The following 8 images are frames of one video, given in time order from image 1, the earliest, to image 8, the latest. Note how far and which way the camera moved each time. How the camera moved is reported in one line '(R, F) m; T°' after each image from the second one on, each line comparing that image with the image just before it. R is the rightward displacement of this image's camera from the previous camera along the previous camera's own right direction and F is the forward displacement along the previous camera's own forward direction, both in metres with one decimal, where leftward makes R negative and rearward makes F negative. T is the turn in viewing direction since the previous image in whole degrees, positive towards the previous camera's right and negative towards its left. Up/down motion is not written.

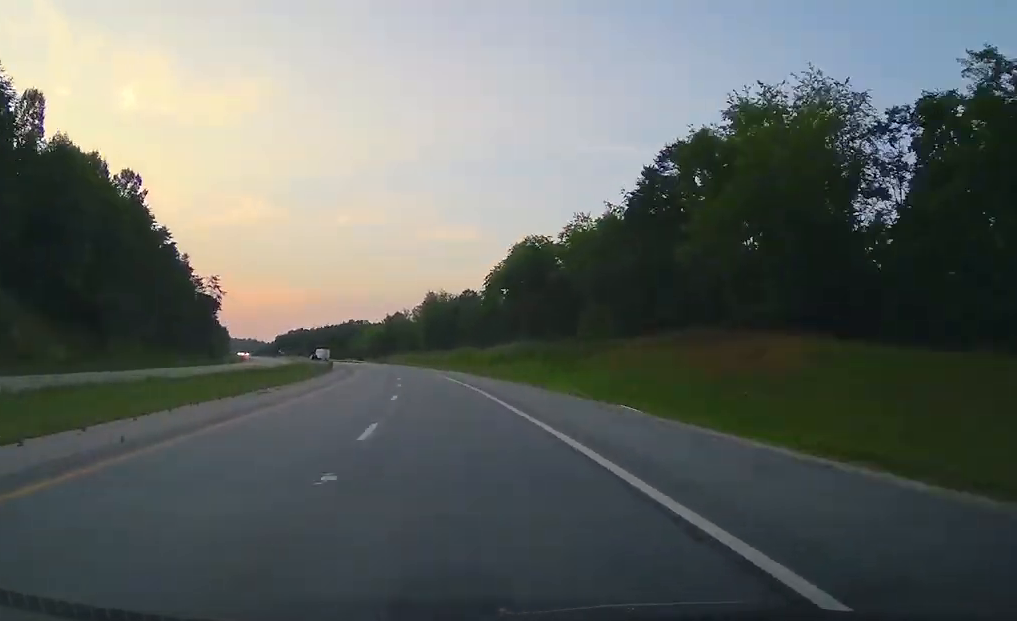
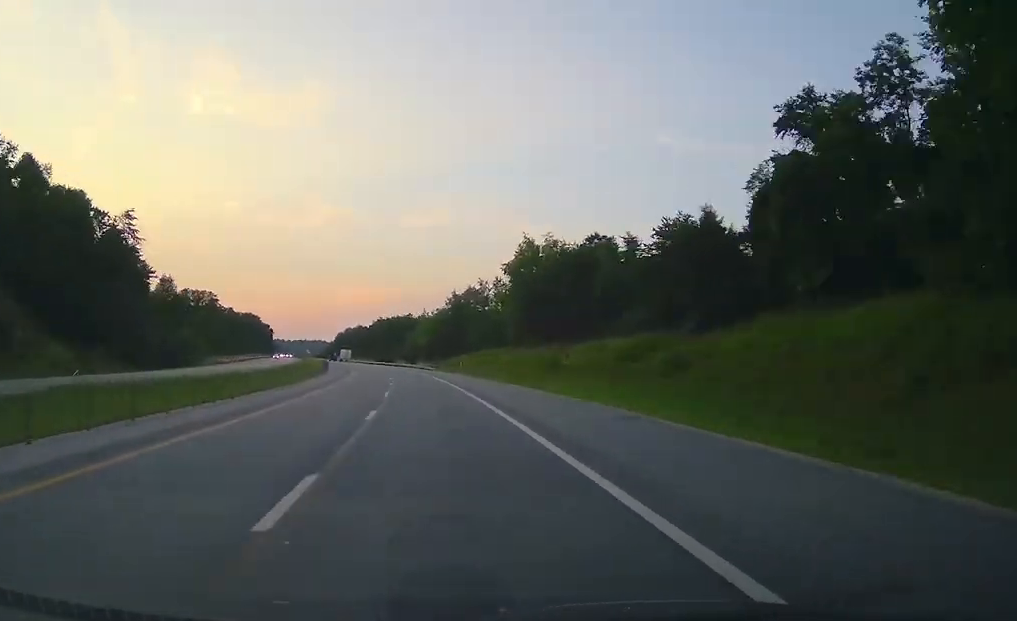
(-4.3, +80.4) m; -6°
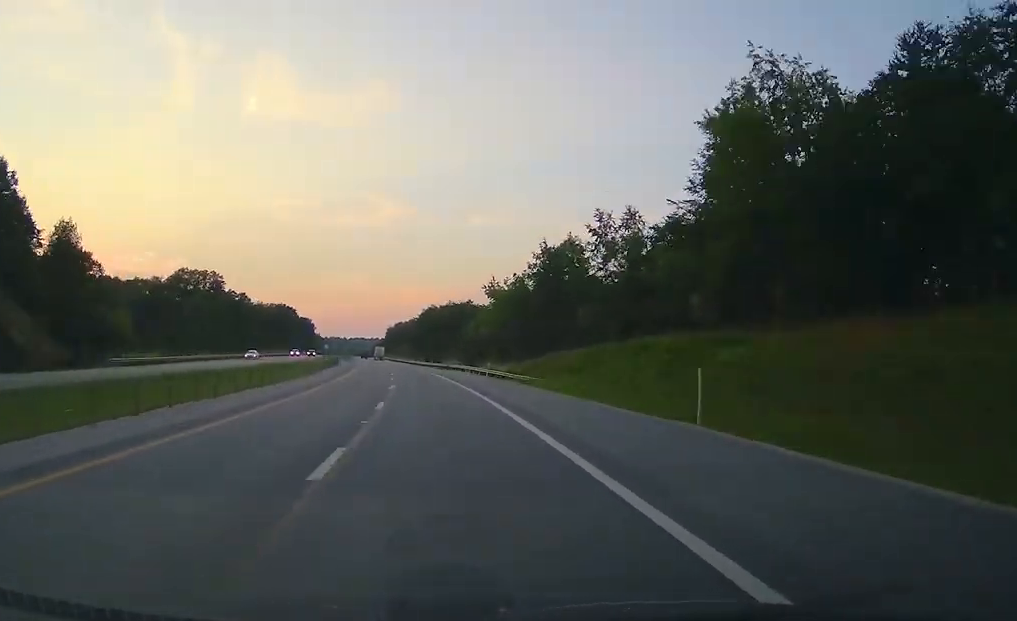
(-3.3, +58.4) m; -3°
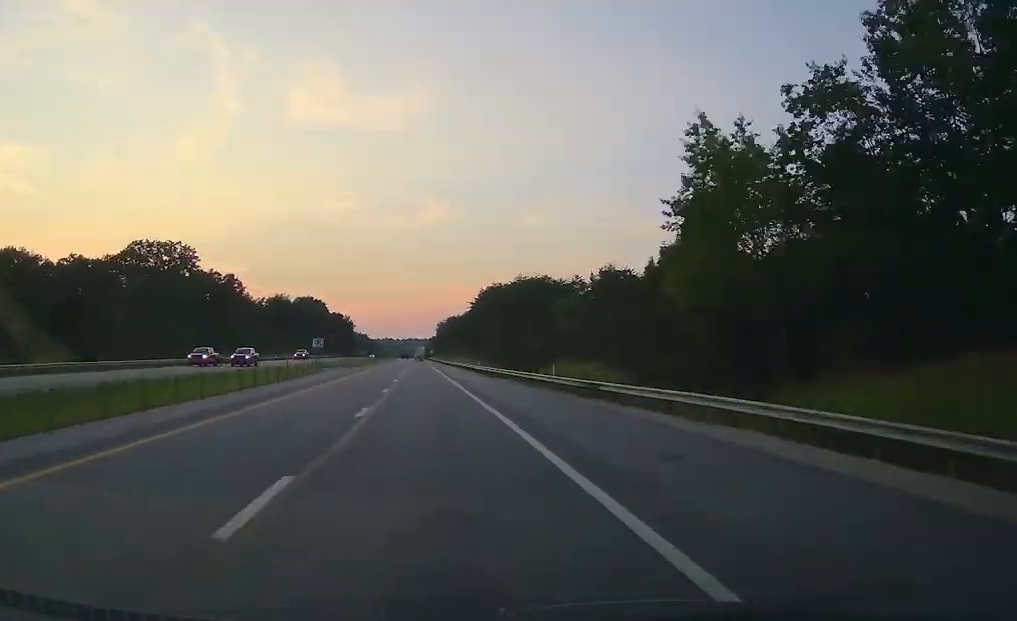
(-3.8, +63.6) m; -2°
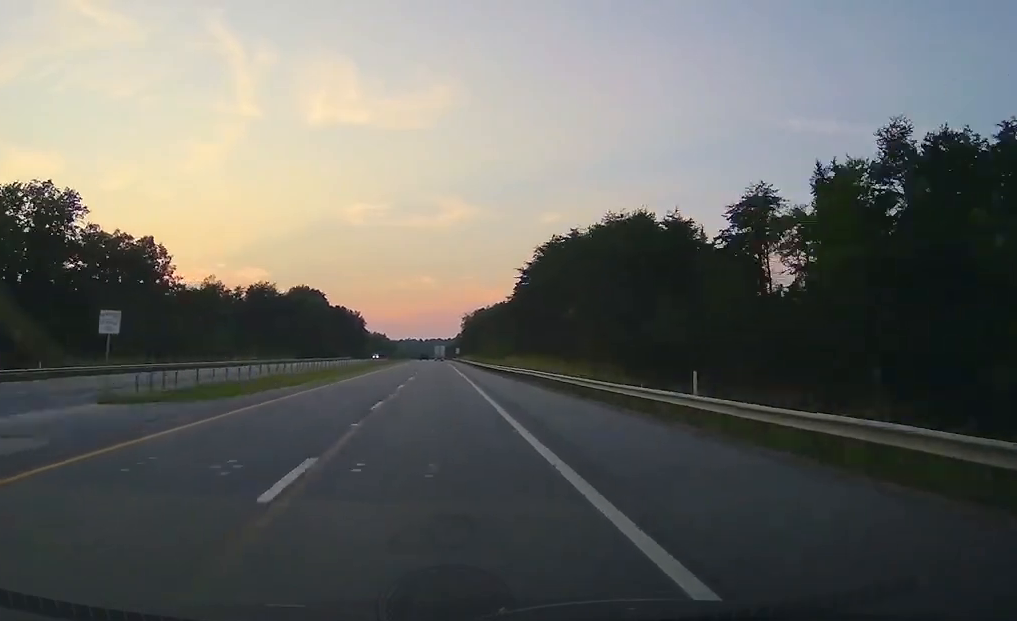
(-1.3, +59.3) m; -1°
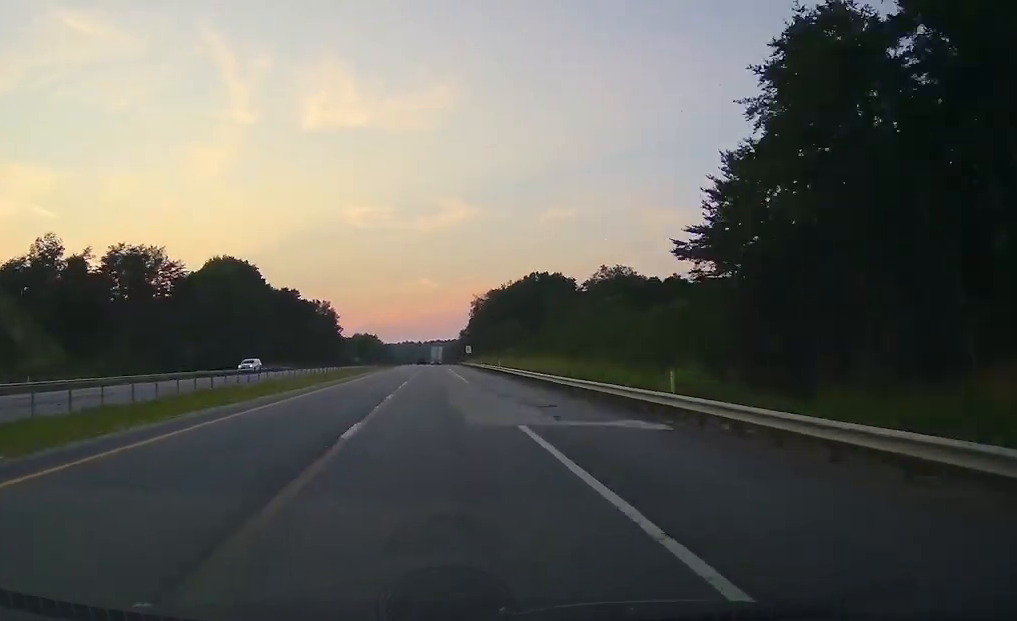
(-0.3, +91.7) m; 0°
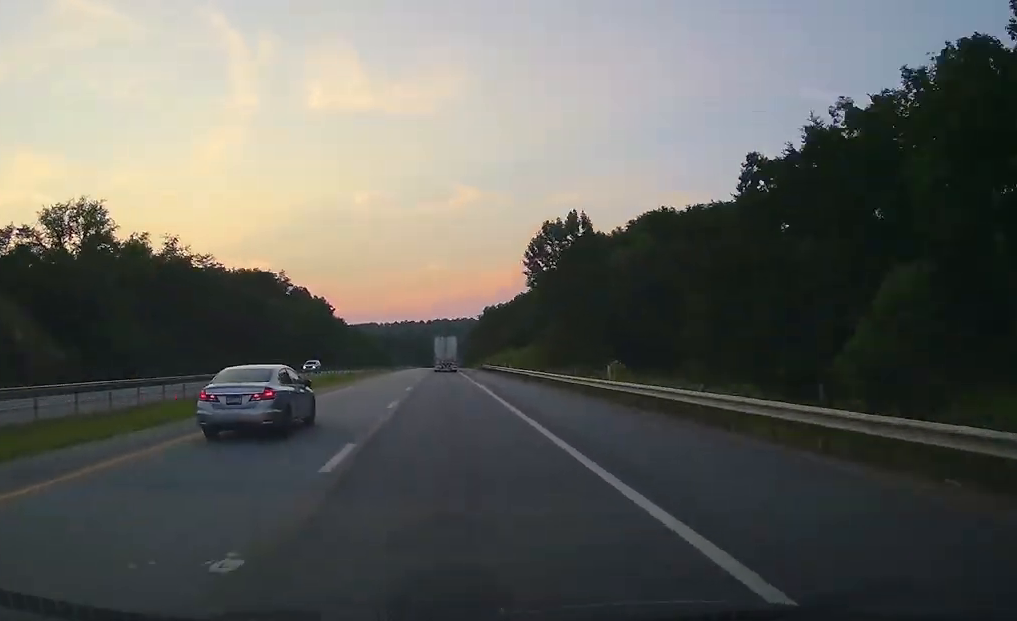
(-3.2, +385.0) m; -1°
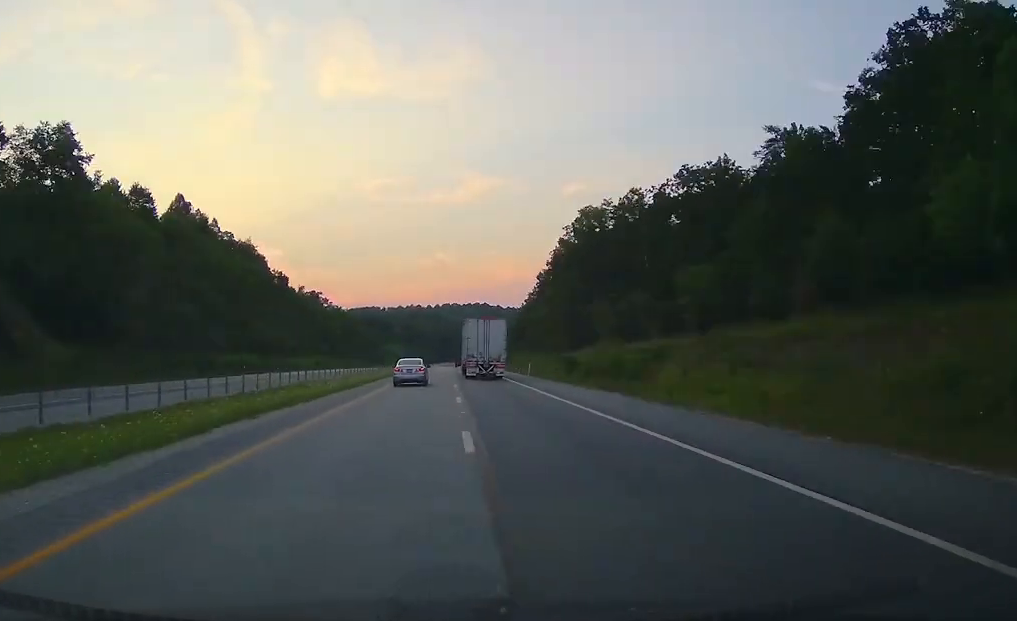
(-0.2, +180.7) m; 0°
